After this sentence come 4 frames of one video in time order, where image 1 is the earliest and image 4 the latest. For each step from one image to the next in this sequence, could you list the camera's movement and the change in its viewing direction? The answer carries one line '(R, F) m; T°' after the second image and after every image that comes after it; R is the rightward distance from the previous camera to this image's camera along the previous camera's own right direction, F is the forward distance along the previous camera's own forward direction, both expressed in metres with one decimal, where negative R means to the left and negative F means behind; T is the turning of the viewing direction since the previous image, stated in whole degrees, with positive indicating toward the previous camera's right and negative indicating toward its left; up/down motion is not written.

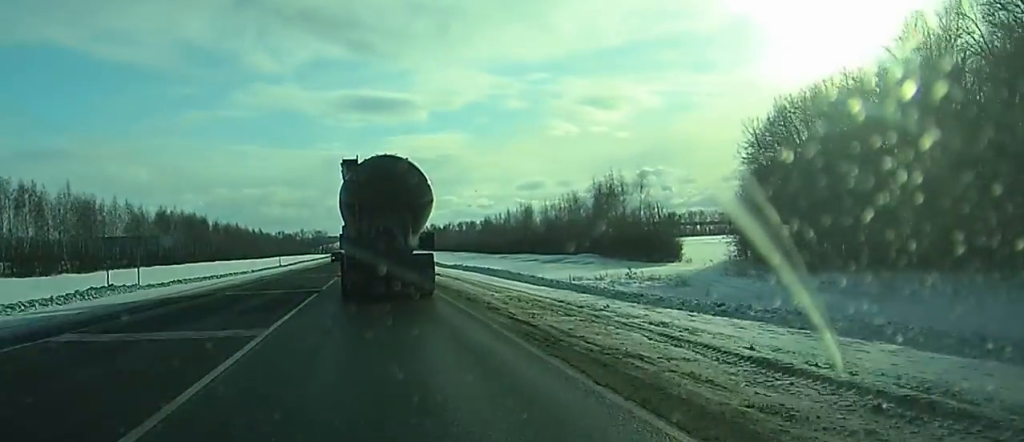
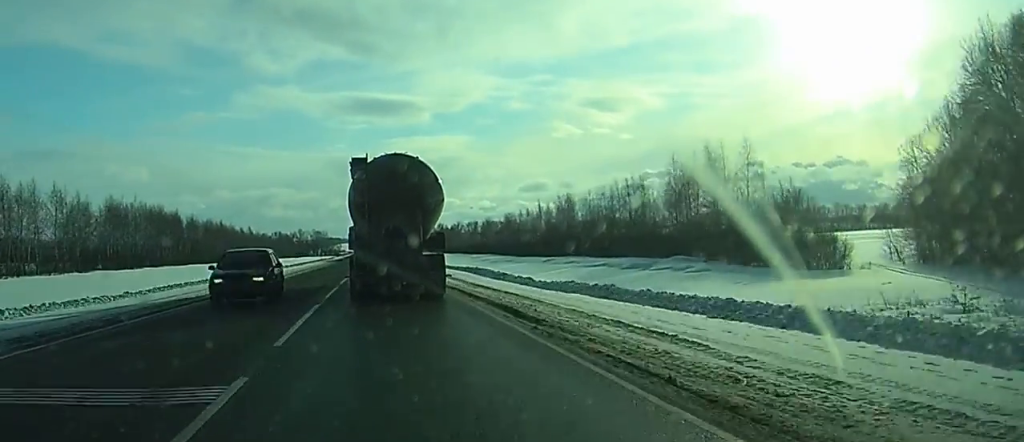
(-0.2, +41.5) m; 0°
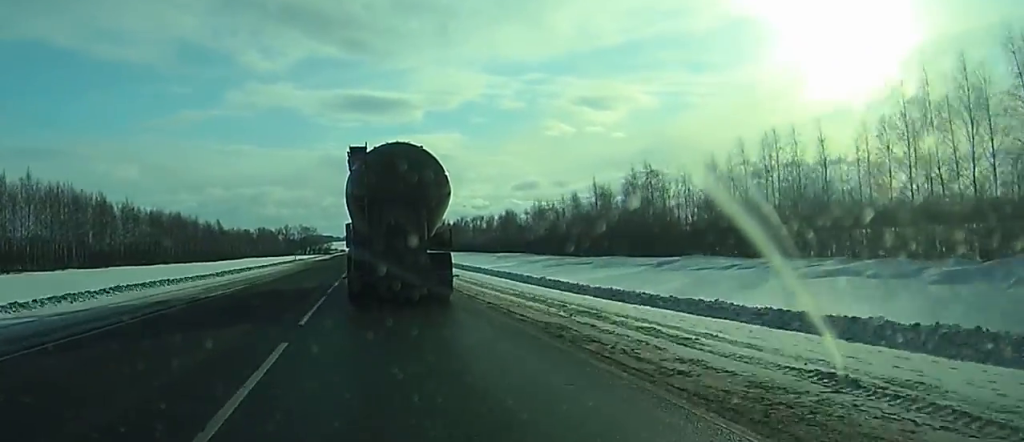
(+0.1, +56.2) m; 0°
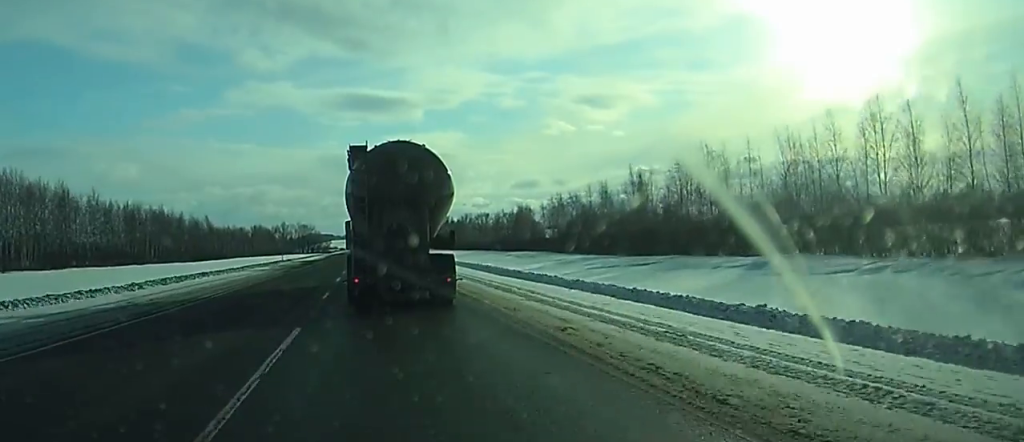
(+0.1, +21.4) m; 0°
